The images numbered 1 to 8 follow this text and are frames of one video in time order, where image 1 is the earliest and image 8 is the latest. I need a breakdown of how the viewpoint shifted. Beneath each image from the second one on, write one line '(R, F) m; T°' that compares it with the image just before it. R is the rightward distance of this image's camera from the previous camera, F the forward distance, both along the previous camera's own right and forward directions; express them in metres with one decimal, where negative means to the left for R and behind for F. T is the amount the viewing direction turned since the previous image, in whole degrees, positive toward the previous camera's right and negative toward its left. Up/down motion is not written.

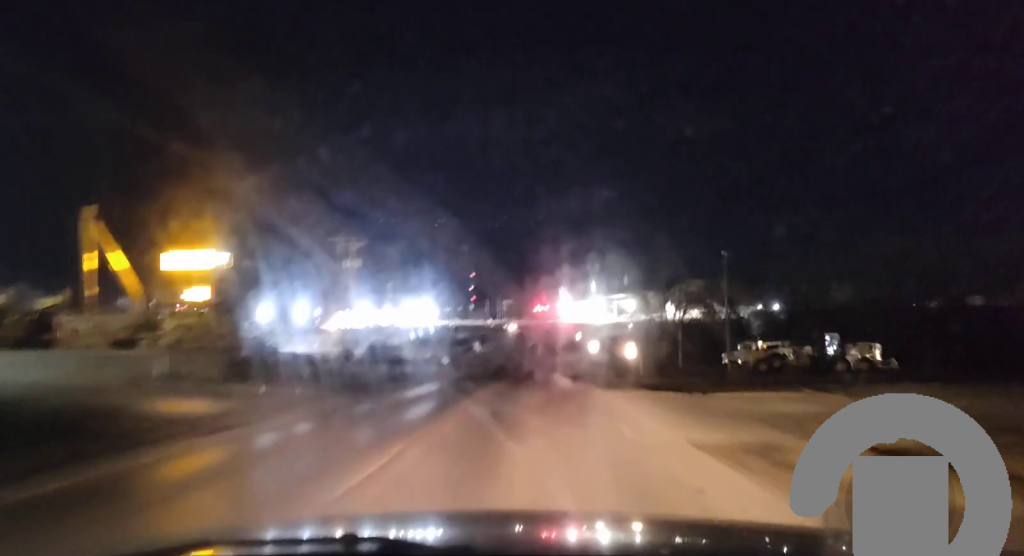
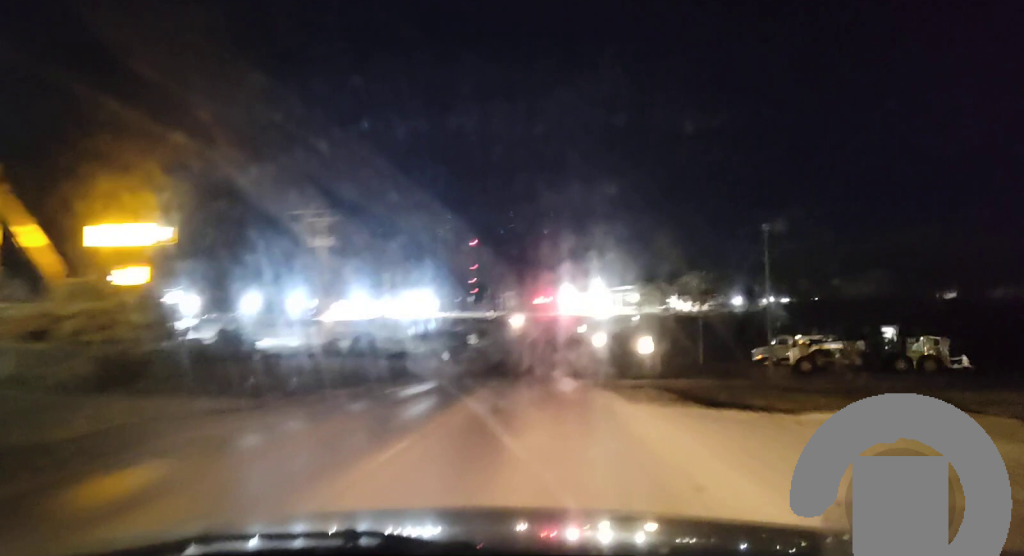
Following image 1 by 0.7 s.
(-0.1, +11.3) m; 0°
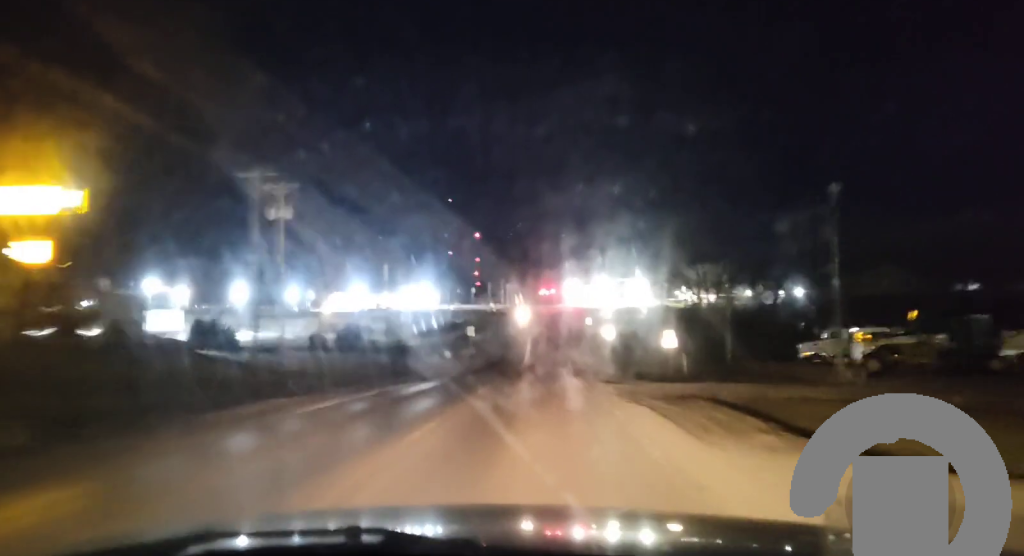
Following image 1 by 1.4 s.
(0.0, +10.5) m; 0°
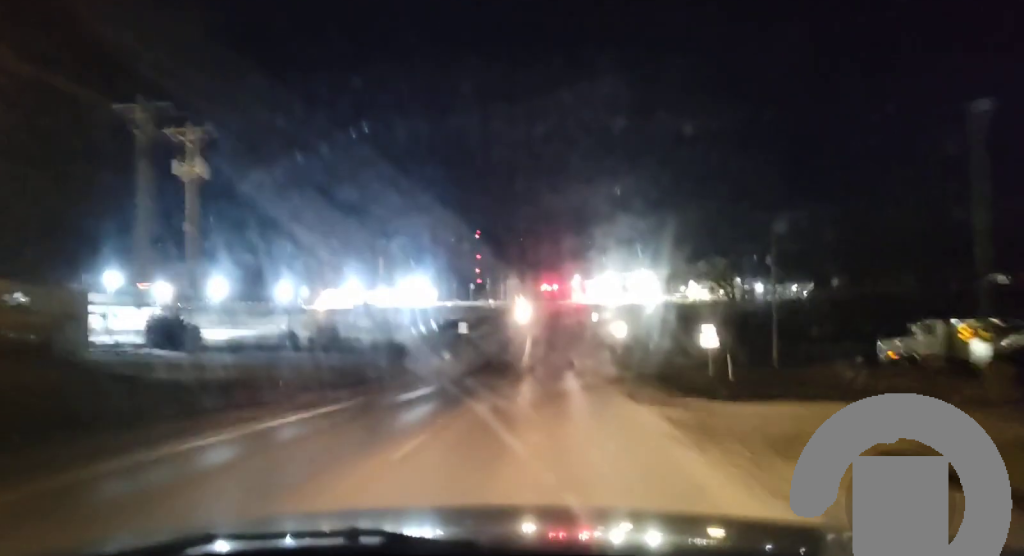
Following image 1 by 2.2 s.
(0.0, +13.1) m; 0°
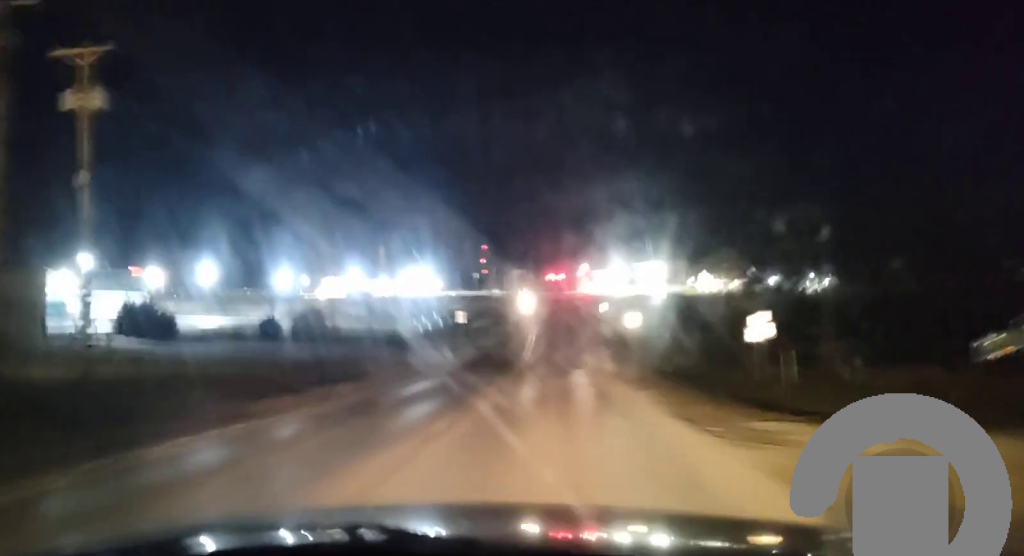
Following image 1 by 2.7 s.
(0.0, +8.7) m; 0°
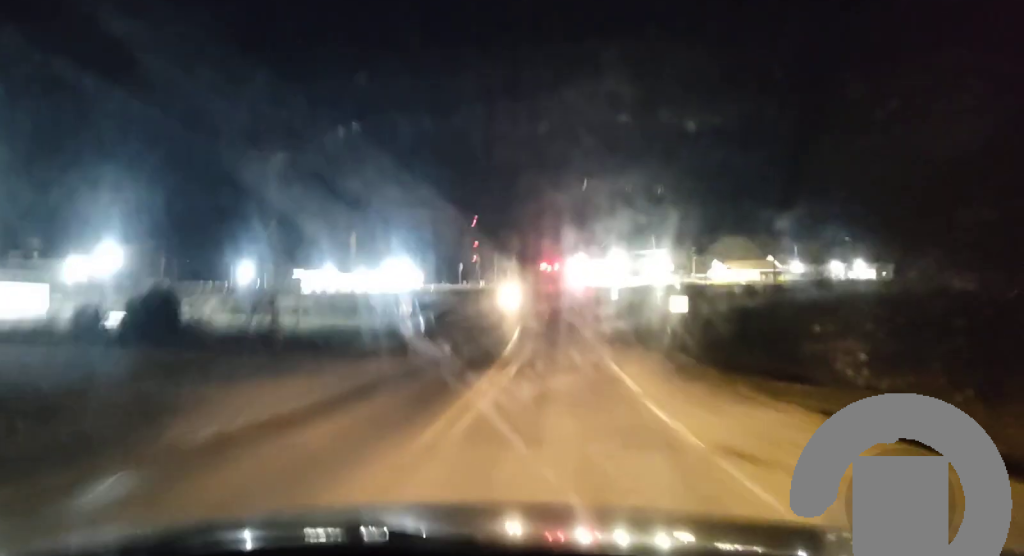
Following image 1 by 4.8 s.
(0.0, +34.4) m; 0°
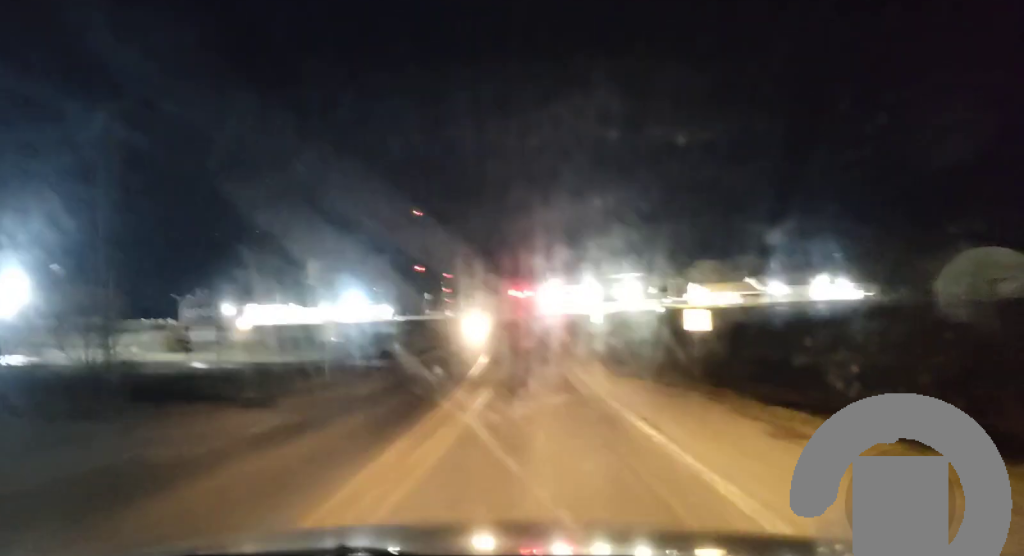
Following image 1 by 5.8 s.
(0.0, +15.0) m; 0°
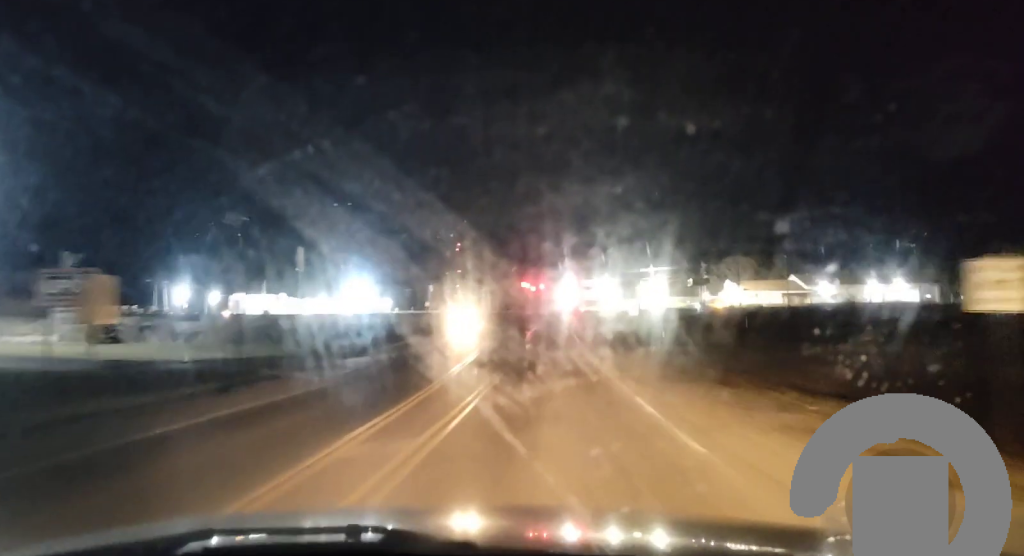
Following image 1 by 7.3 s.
(+0.3, +25.4) m; +1°
